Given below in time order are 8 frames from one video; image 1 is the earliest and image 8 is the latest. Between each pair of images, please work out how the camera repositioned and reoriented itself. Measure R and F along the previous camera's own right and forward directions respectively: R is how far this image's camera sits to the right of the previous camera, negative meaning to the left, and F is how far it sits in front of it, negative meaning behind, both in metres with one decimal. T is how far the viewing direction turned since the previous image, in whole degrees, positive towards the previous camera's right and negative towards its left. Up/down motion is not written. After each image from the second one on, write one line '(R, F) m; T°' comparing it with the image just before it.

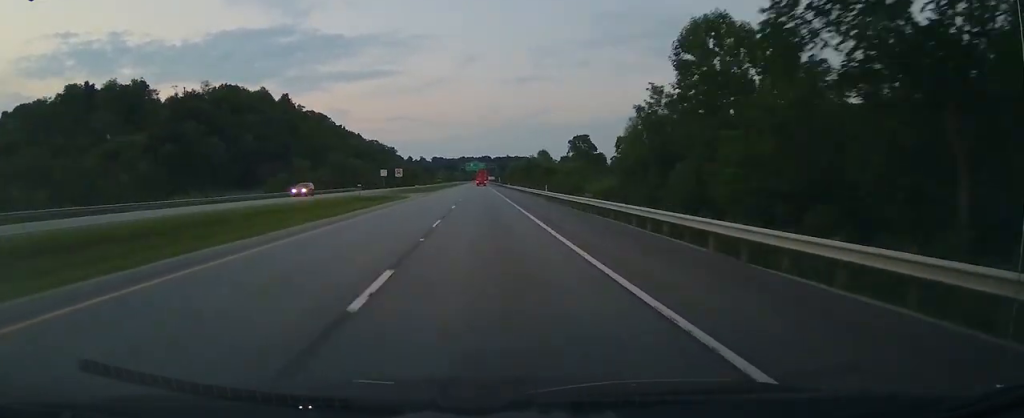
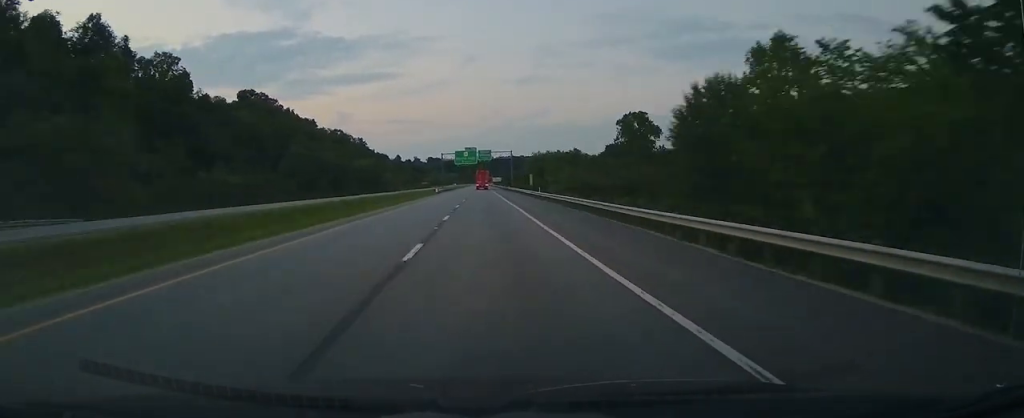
(0.0, +168.8) m; 0°
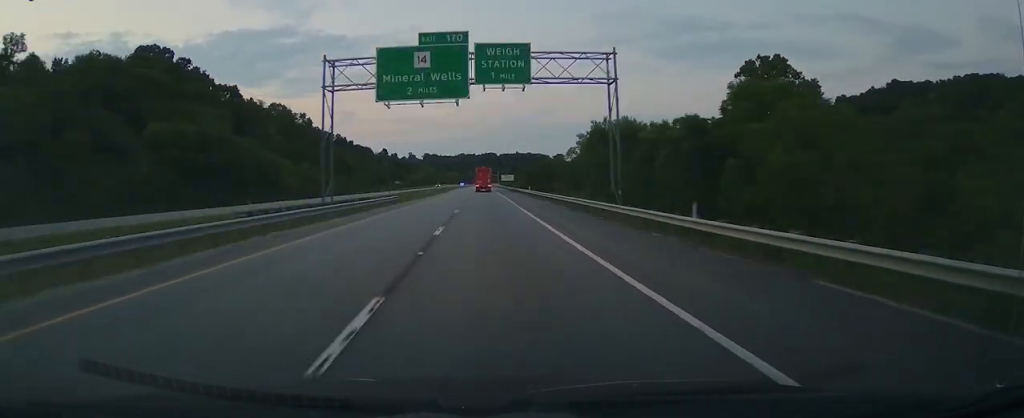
(-0.1, +123.1) m; 0°
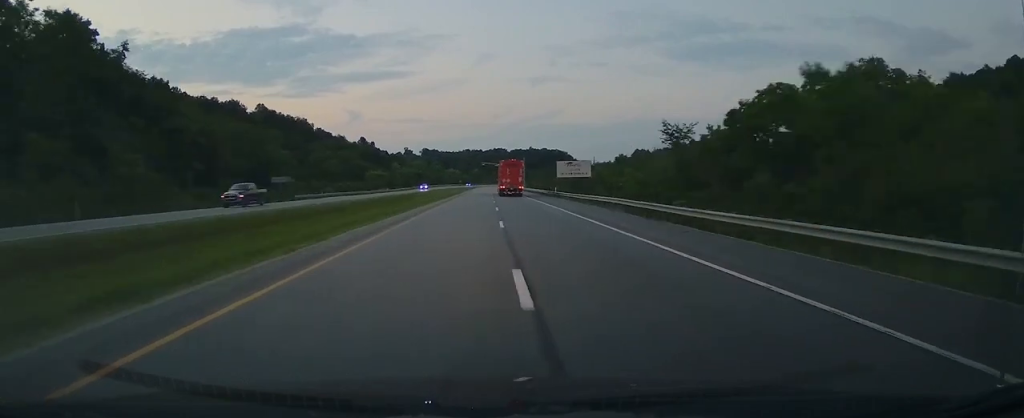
(-0.6, +142.6) m; 0°
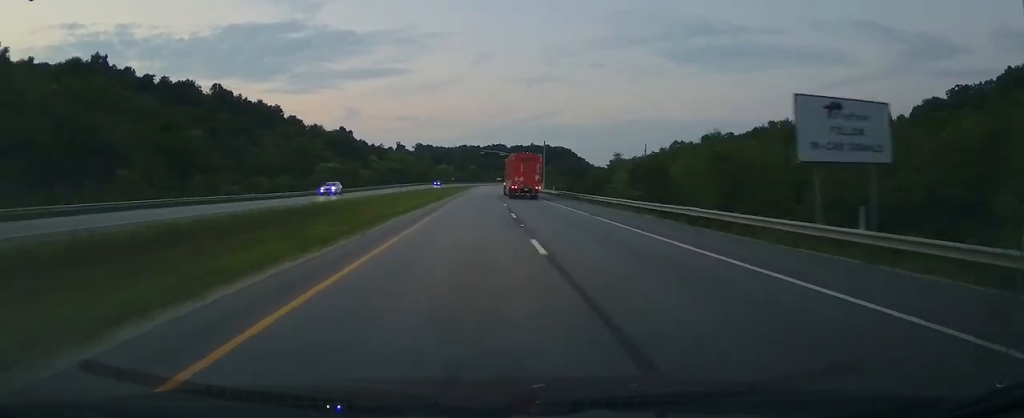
(-0.5, +58.5) m; 0°
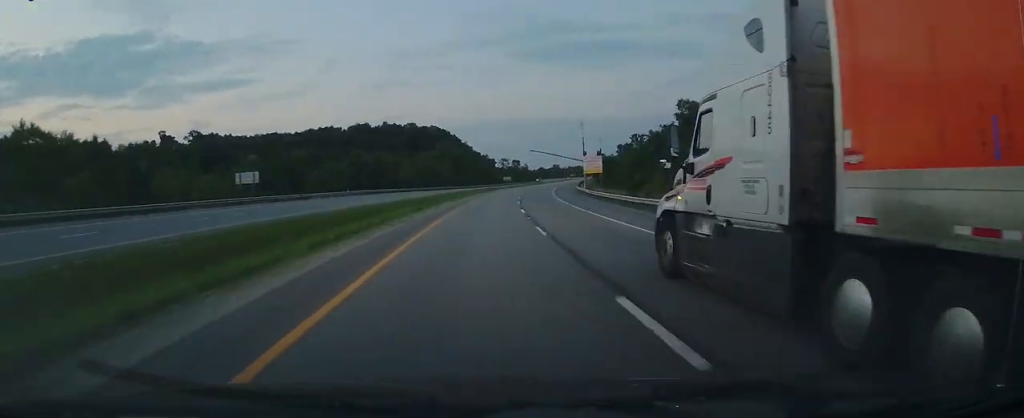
(+29.8, +292.6) m; +17°
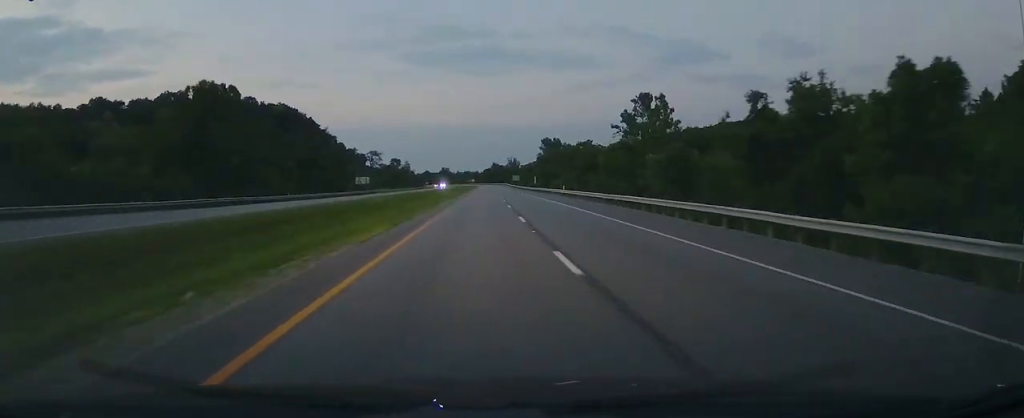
(+11.7, +118.5) m; +8°
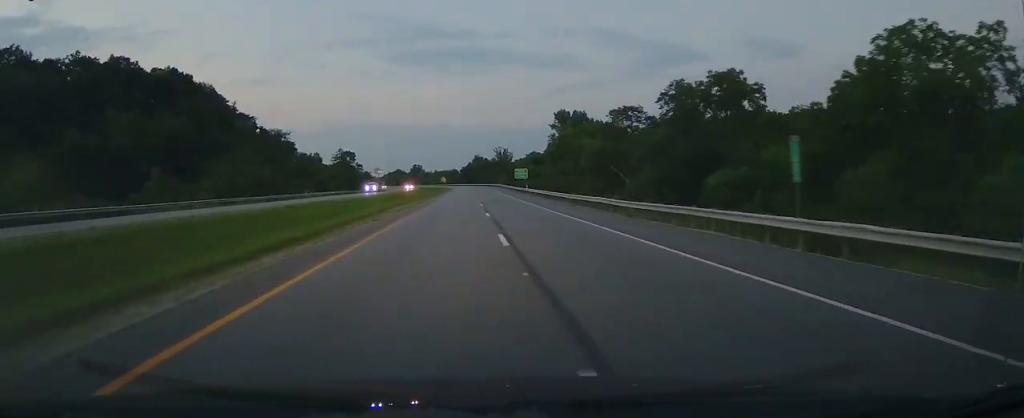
(+4.5, +120.9) m; +3°
